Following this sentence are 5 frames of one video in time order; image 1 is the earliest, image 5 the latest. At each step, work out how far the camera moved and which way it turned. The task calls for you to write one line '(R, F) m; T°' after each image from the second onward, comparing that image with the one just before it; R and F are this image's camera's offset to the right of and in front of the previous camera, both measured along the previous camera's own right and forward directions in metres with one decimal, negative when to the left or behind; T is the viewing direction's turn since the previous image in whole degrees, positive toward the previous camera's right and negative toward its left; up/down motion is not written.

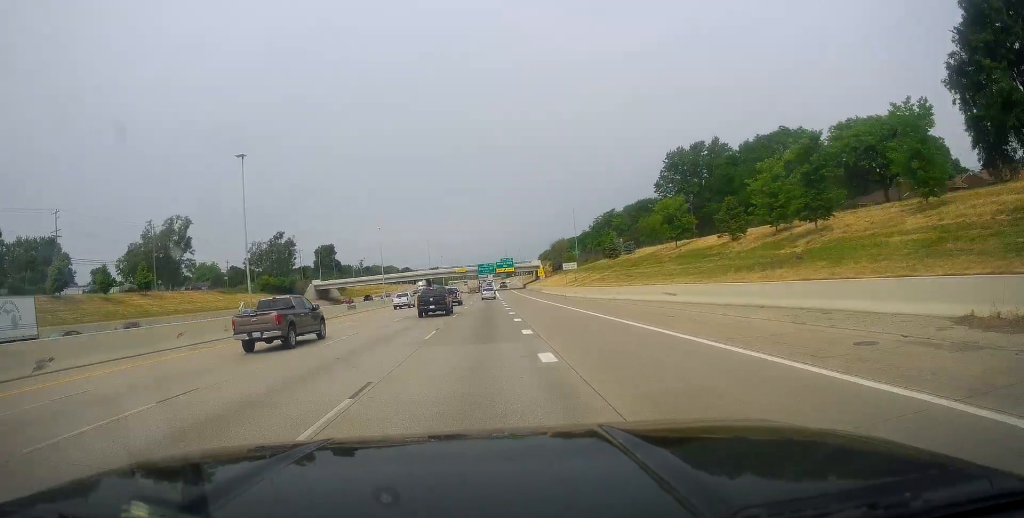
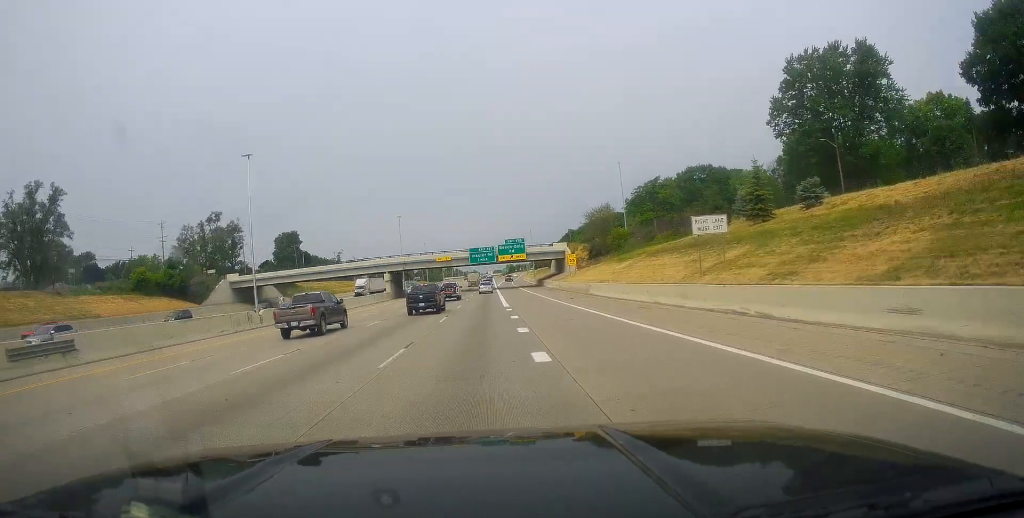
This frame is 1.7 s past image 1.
(-0.1, +53.3) m; -1°
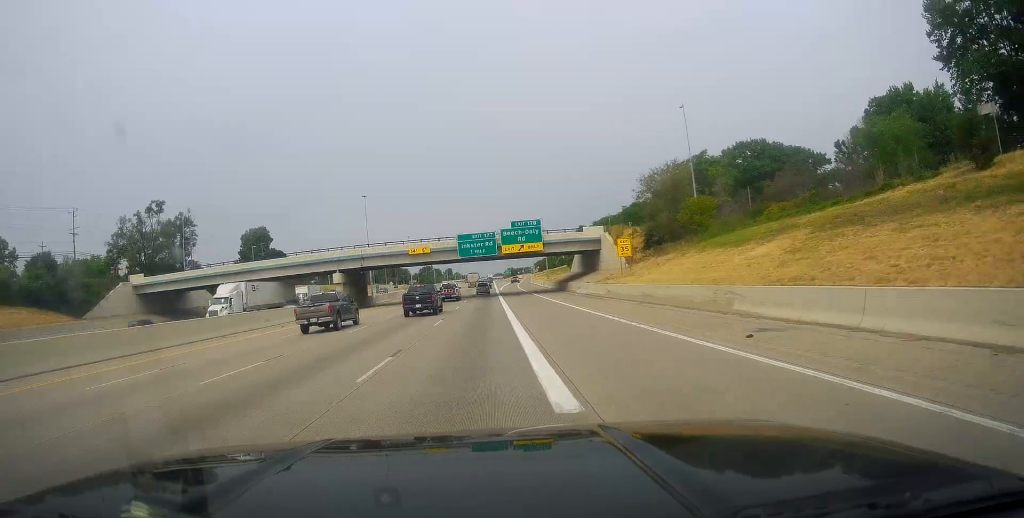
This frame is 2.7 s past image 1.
(0.0, +32.6) m; 0°
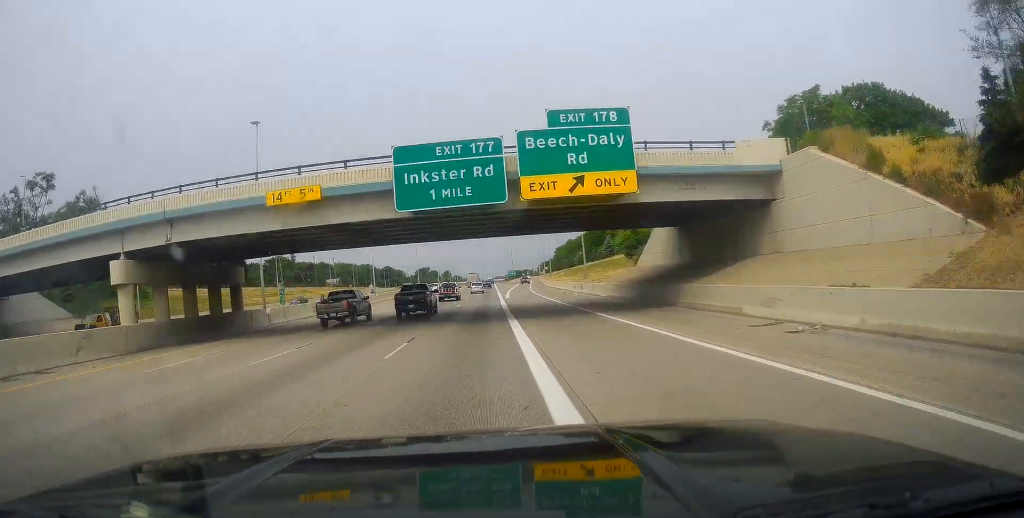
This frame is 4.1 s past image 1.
(0.0, +42.1) m; 0°
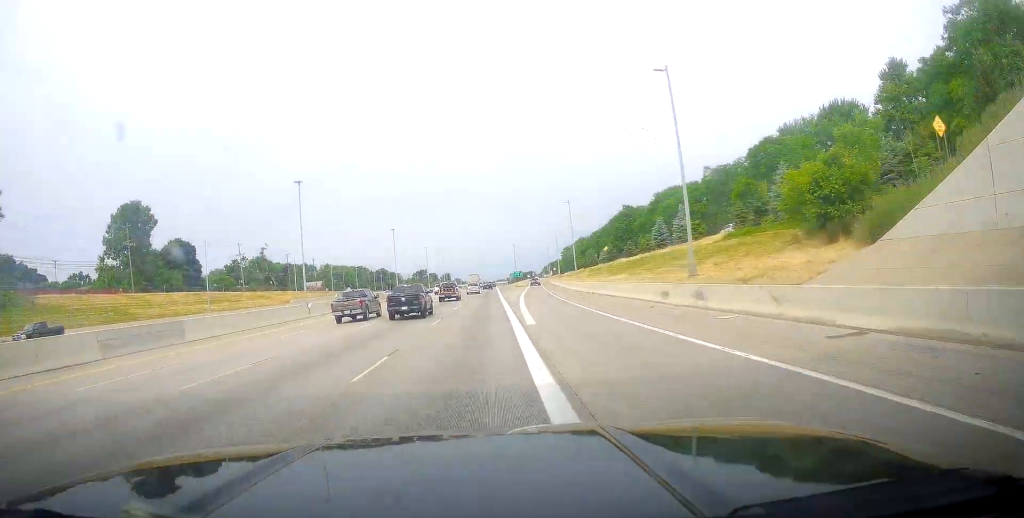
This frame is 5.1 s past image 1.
(0.0, +34.0) m; 0°
